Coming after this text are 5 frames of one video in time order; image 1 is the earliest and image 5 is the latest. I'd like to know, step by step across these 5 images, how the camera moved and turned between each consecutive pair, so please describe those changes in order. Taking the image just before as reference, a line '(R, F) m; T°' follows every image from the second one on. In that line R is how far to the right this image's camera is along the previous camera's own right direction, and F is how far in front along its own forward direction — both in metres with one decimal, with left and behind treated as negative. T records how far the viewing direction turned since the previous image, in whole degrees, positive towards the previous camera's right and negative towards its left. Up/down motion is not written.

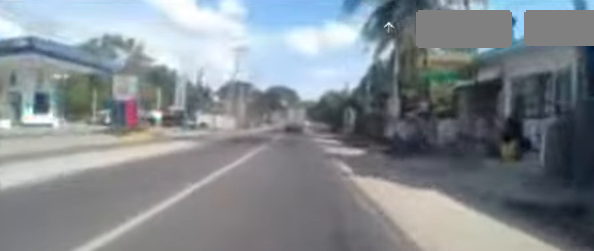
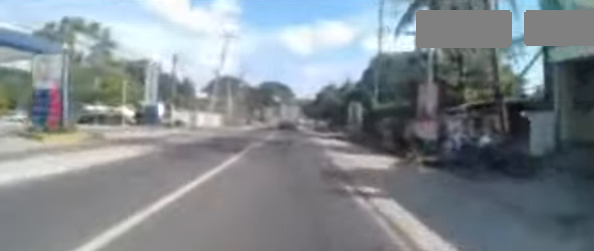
(+0.1, +6.2) m; -1°
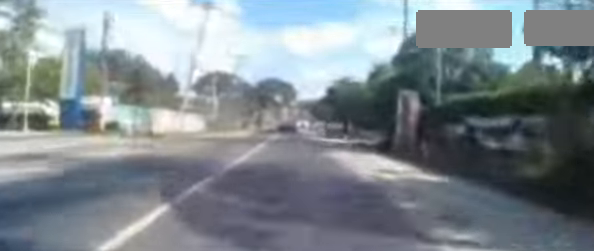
(-0.4, +11.9) m; -3°
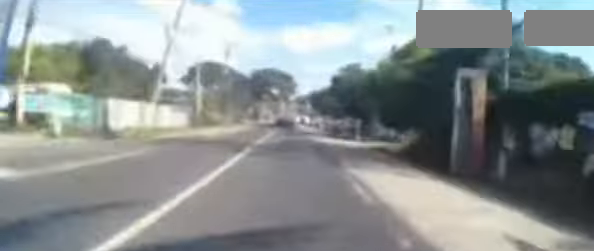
(-0.1, +5.7) m; 0°
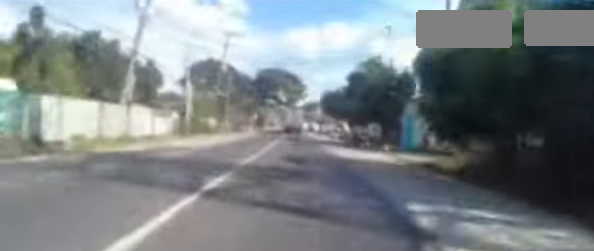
(-0.1, +5.3) m; +1°
